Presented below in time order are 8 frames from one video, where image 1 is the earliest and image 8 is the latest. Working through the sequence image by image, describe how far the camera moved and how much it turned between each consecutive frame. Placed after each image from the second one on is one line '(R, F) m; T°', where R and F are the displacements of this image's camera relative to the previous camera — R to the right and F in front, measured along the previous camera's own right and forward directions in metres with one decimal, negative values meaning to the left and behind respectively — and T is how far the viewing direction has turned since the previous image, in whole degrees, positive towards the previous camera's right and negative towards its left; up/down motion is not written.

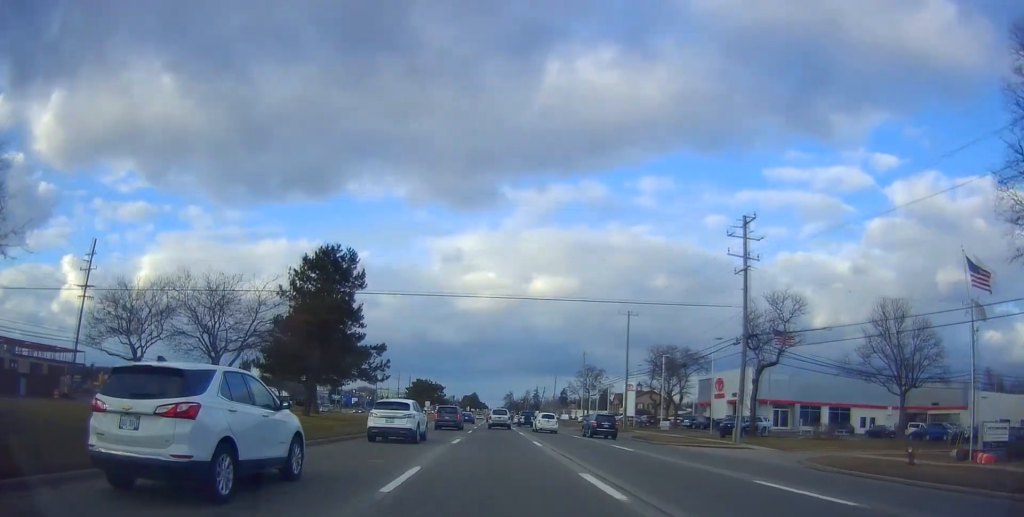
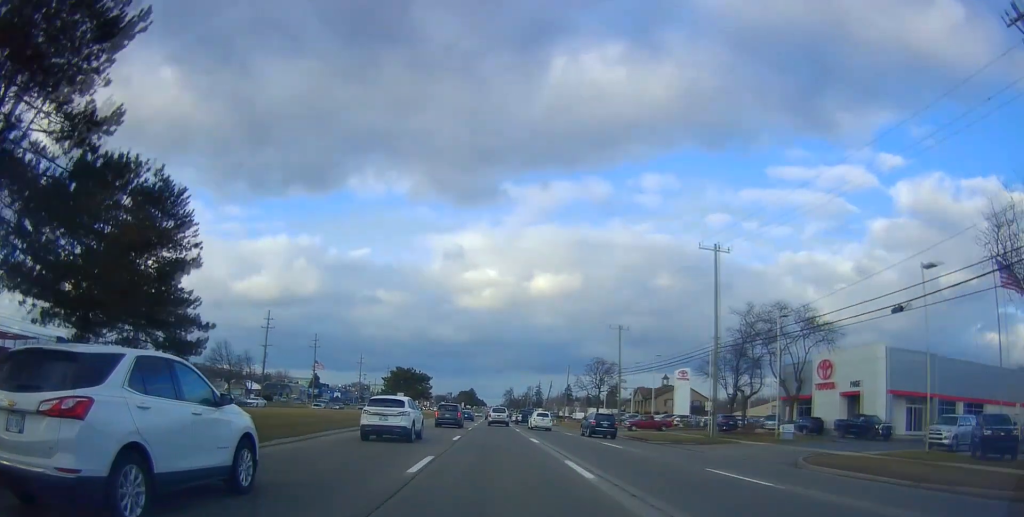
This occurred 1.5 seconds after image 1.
(+0.3, +27.9) m; +1°
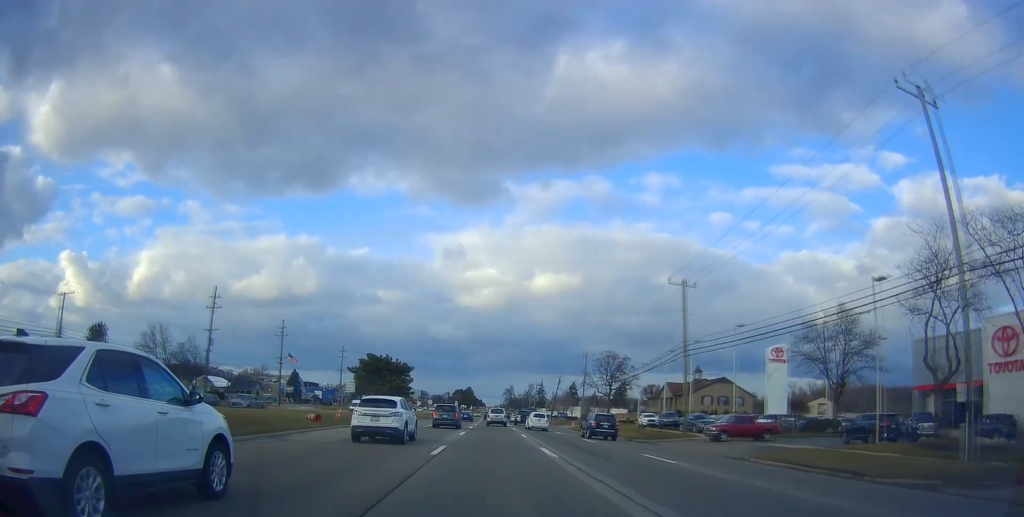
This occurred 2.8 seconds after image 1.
(0.0, +24.5) m; -1°
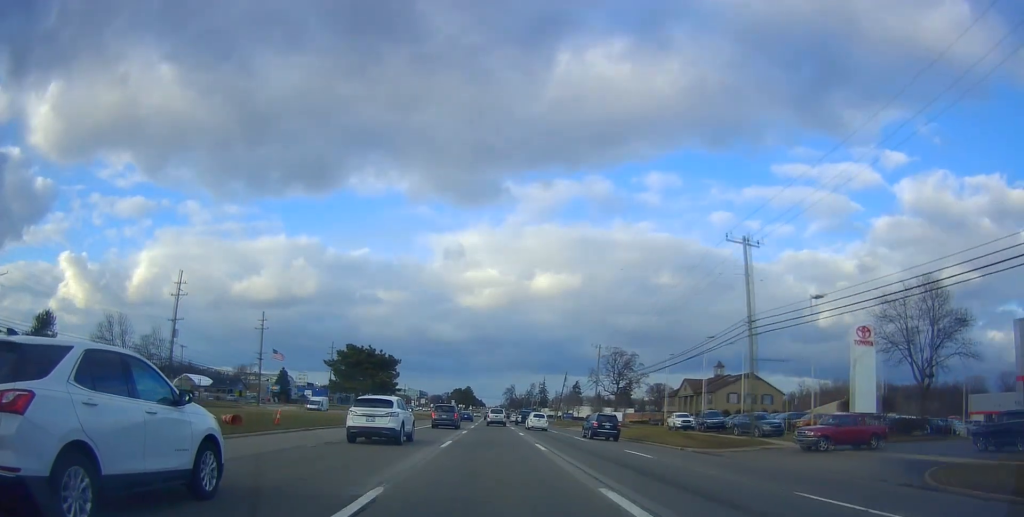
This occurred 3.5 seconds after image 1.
(+0.1, +12.2) m; -1°
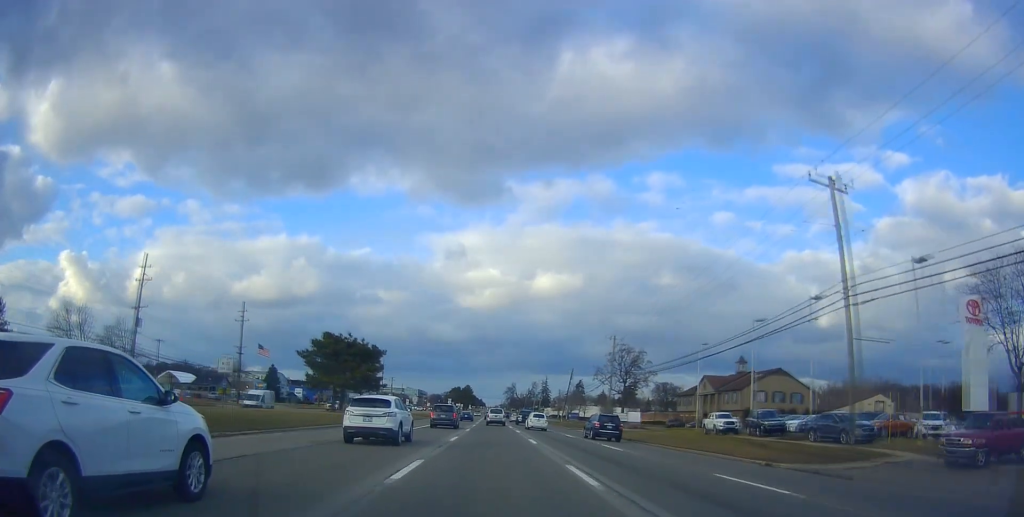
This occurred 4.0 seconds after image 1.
(-0.4, +10.5) m; 0°
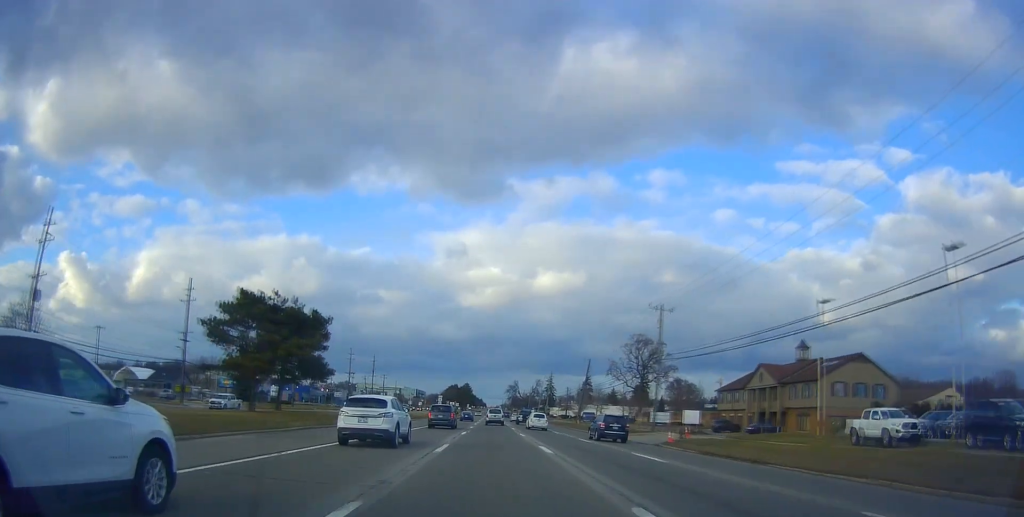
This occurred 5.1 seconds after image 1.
(+0.2, +22.0) m; +1°
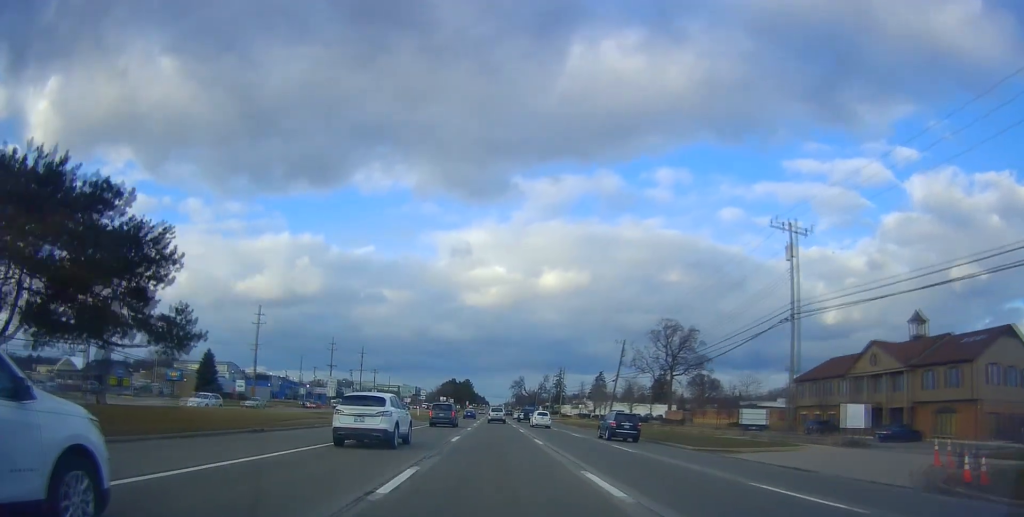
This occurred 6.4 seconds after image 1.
(-0.1, +26.1) m; 0°
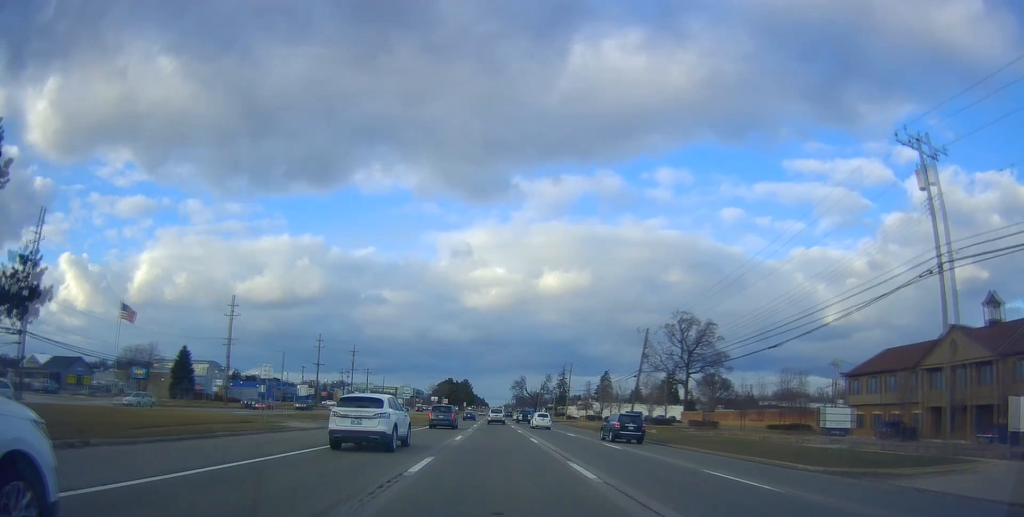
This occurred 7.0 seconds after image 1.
(+0.2, +12.6) m; +1°
